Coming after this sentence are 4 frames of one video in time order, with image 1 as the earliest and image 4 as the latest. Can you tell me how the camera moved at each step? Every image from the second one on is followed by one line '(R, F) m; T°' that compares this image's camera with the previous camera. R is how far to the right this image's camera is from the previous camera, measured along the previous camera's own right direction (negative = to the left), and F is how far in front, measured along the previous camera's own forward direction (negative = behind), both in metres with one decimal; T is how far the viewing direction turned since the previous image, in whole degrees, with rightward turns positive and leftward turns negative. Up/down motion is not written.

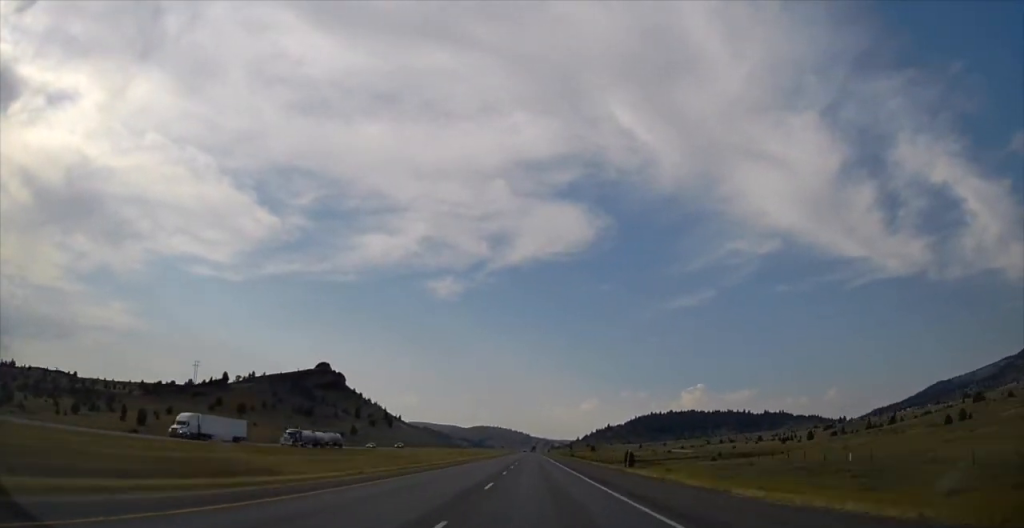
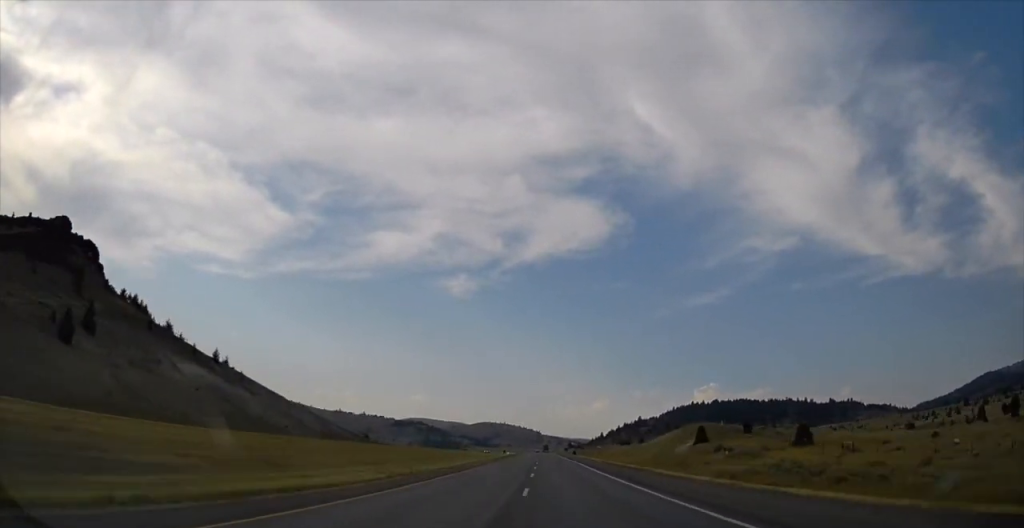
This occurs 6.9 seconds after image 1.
(-0.5, +190.0) m; 0°
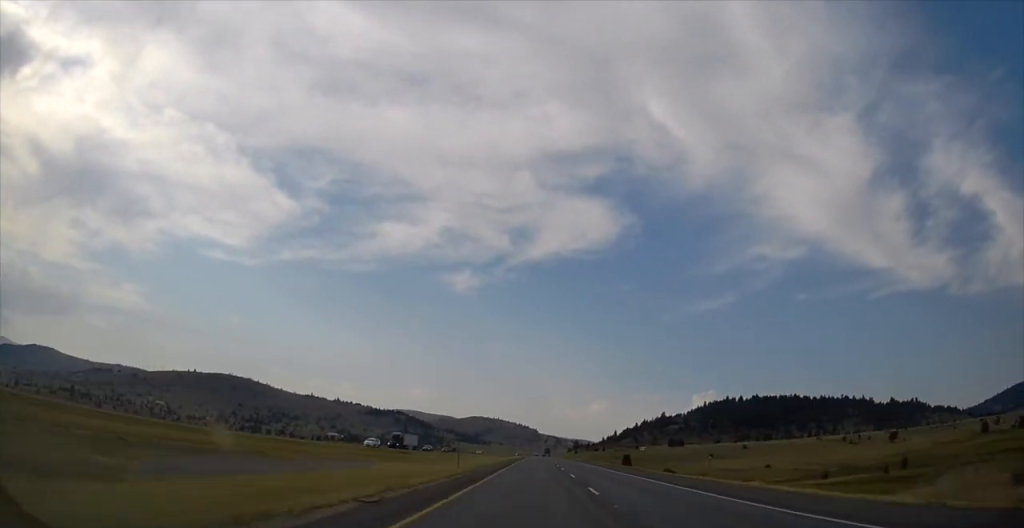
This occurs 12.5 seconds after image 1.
(-1.5, +246.2) m; 0°
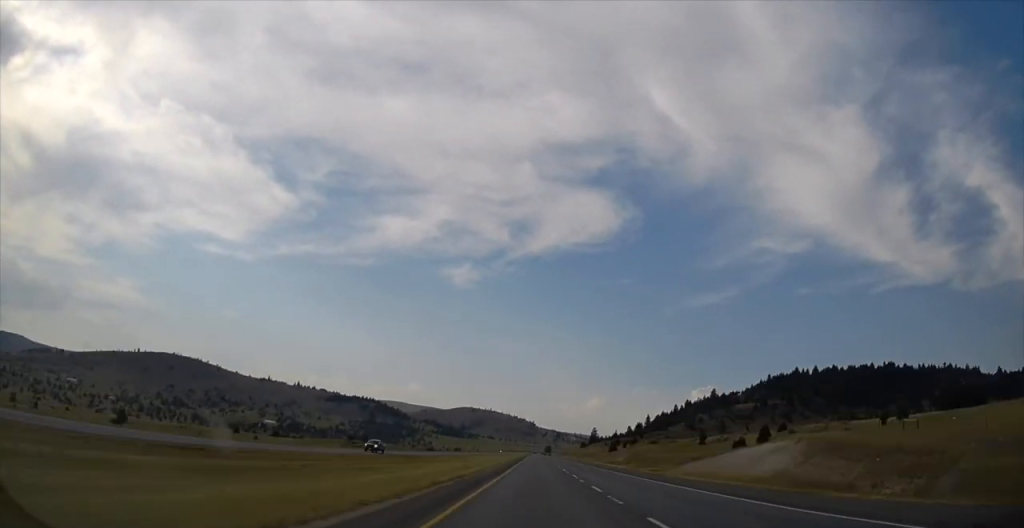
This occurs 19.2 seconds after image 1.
(+0.3, +347.7) m; +1°
